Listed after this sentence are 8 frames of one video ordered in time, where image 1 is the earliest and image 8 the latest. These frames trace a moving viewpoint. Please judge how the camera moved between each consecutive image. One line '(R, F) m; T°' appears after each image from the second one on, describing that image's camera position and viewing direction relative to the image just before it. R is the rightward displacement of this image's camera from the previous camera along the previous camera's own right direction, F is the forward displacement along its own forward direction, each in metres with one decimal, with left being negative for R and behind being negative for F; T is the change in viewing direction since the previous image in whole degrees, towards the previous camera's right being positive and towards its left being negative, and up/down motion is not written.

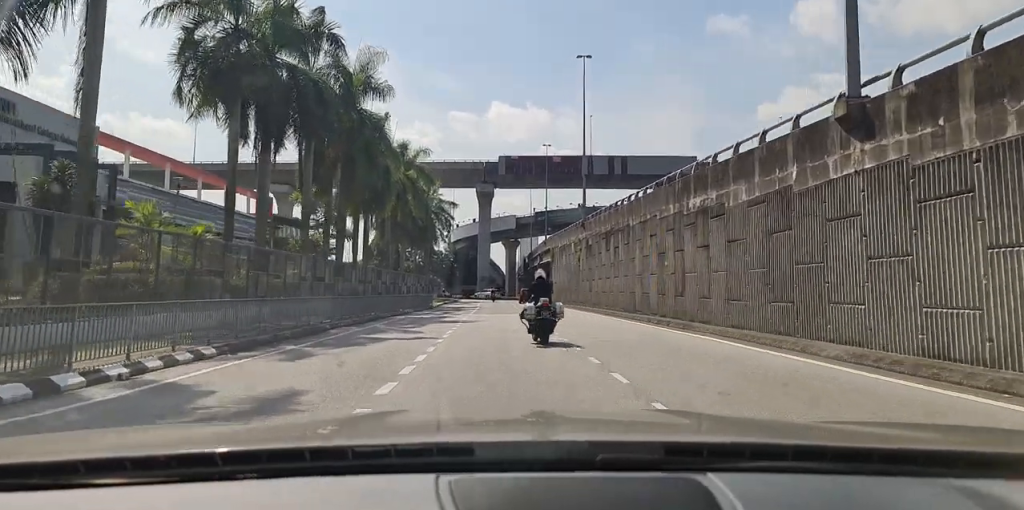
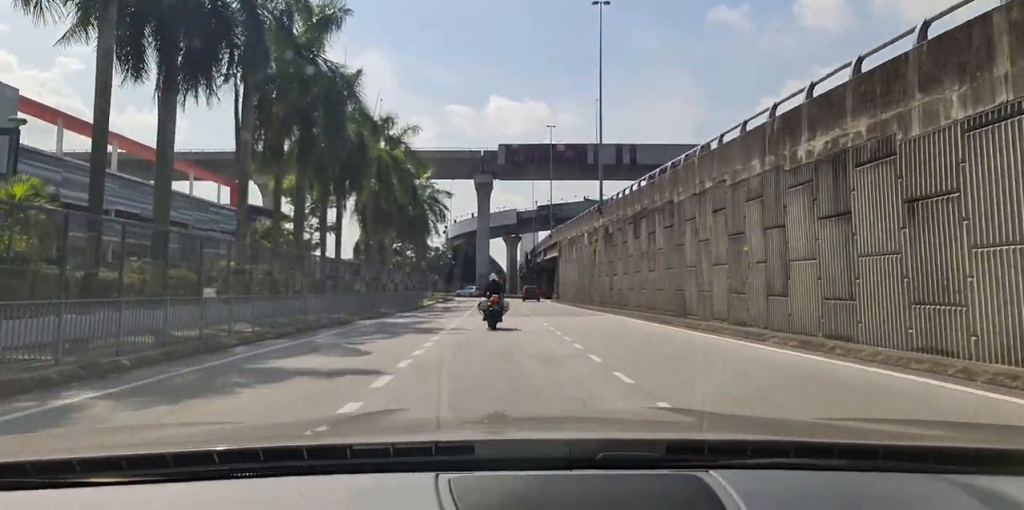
(-0.3, +9.1) m; +1°
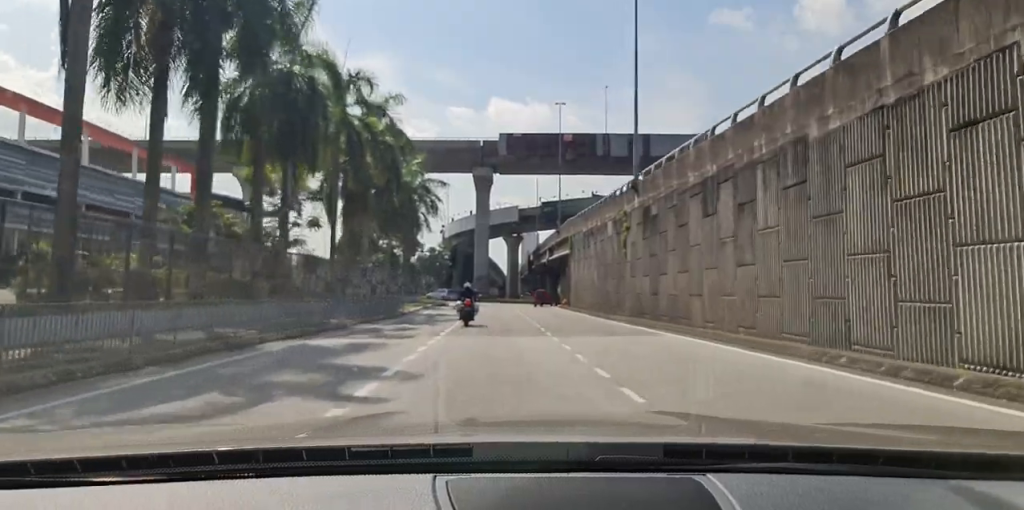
(+0.3, +12.8) m; +2°
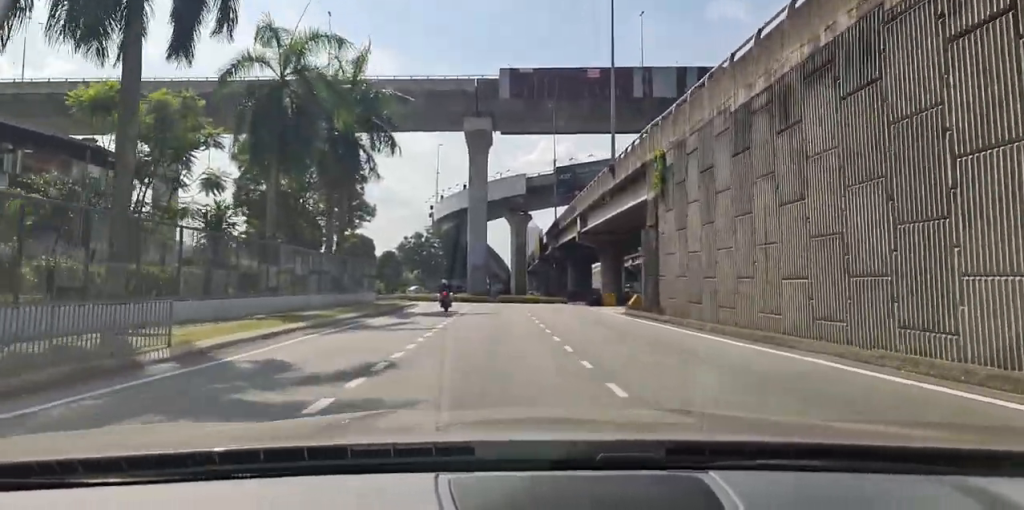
(-0.2, +36.4) m; -1°
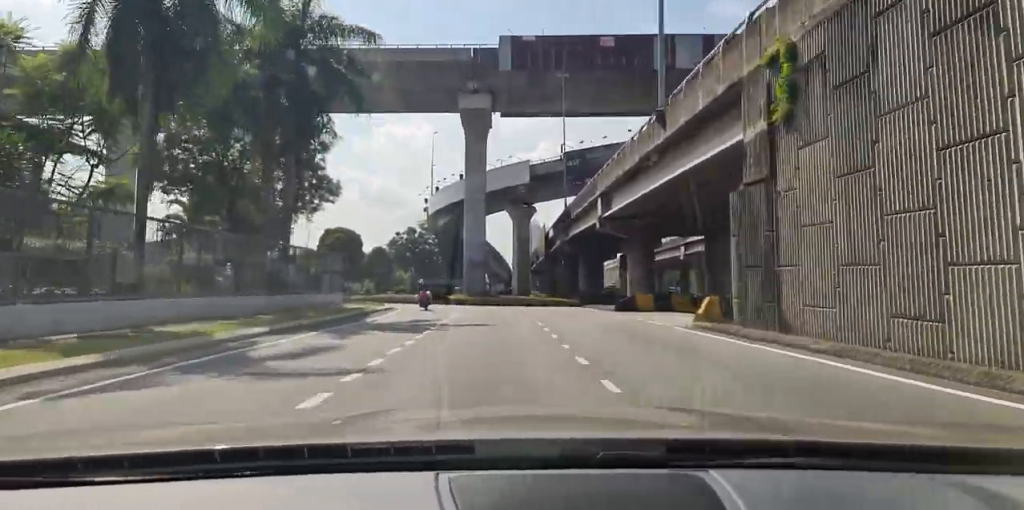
(0.0, +11.5) m; 0°
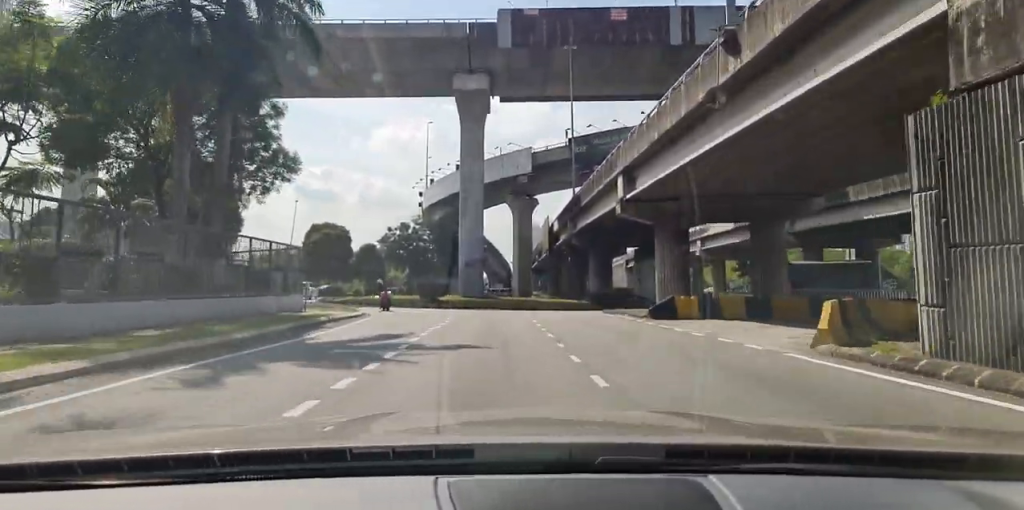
(0.0, +8.2) m; 0°
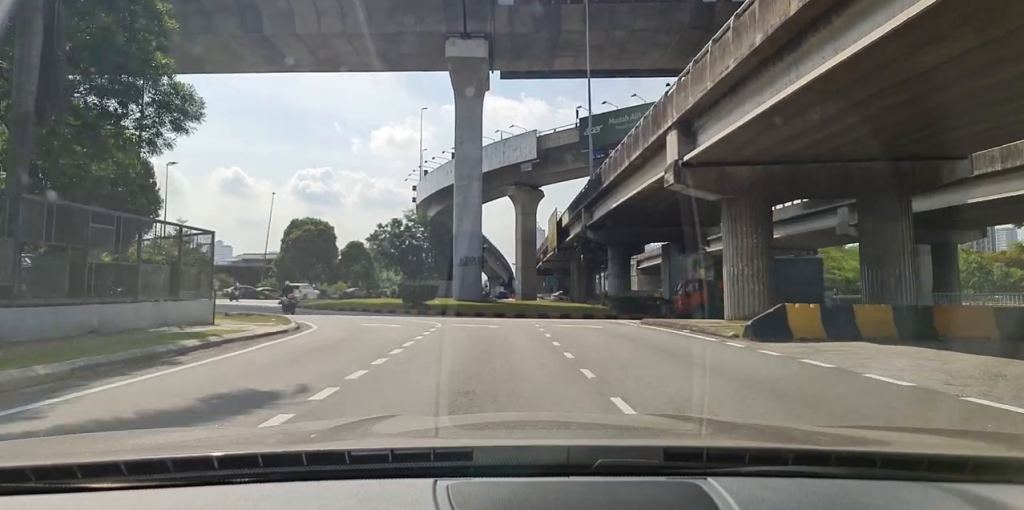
(0.0, +11.3) m; 0°
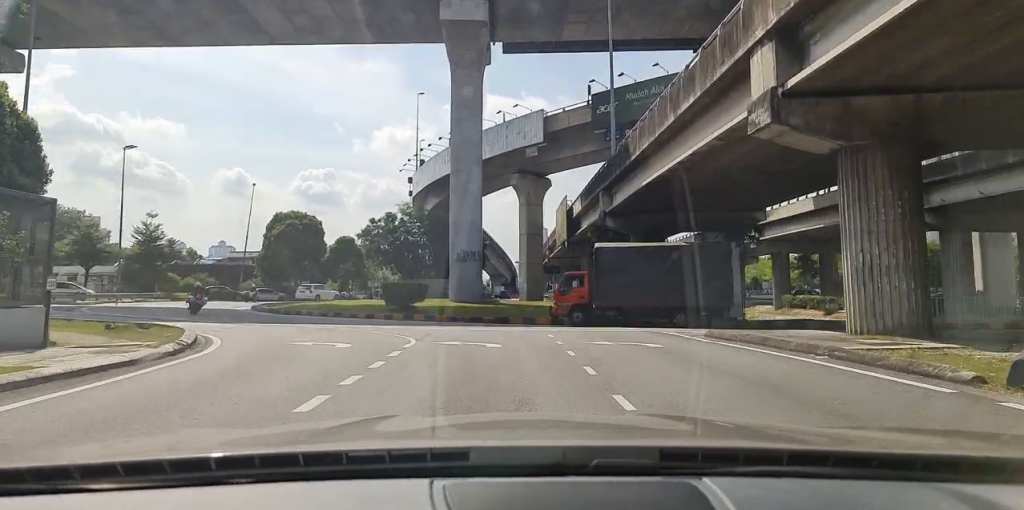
(0.0, +8.8) m; 0°
